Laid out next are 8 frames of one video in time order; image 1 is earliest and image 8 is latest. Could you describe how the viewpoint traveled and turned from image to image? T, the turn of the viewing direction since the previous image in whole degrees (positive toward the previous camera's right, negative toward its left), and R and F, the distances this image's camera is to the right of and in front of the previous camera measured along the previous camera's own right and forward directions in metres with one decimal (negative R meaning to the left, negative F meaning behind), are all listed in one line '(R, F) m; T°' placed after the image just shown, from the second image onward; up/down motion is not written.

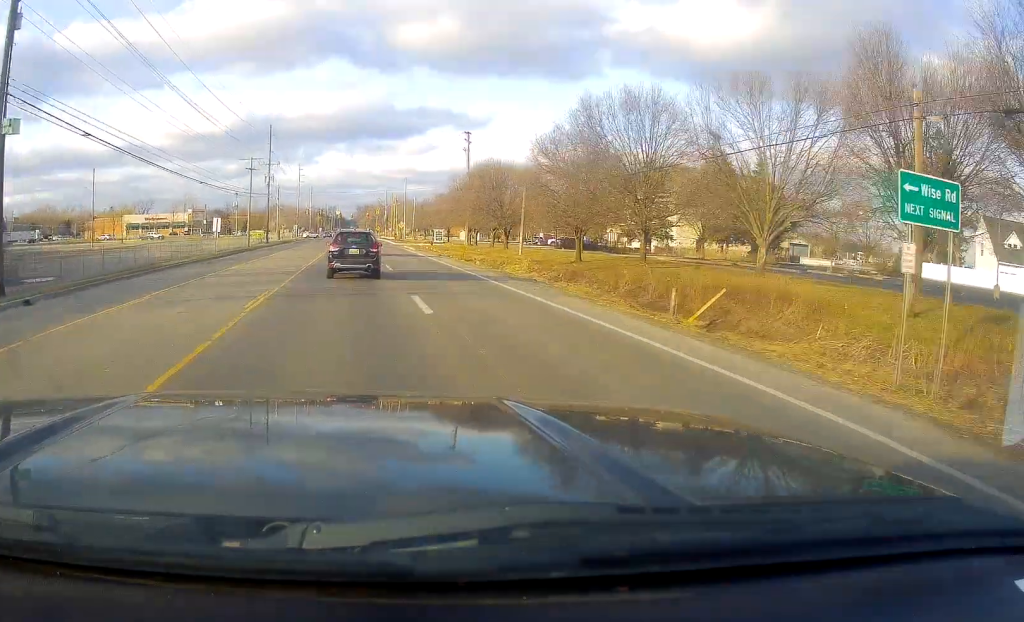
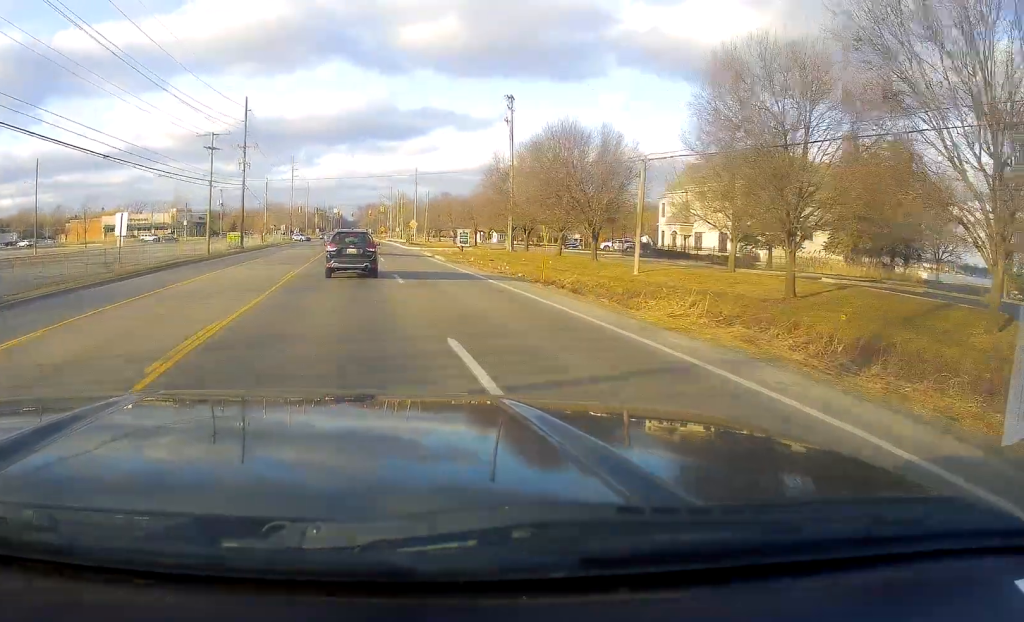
(-0.3, +23.1) m; 0°
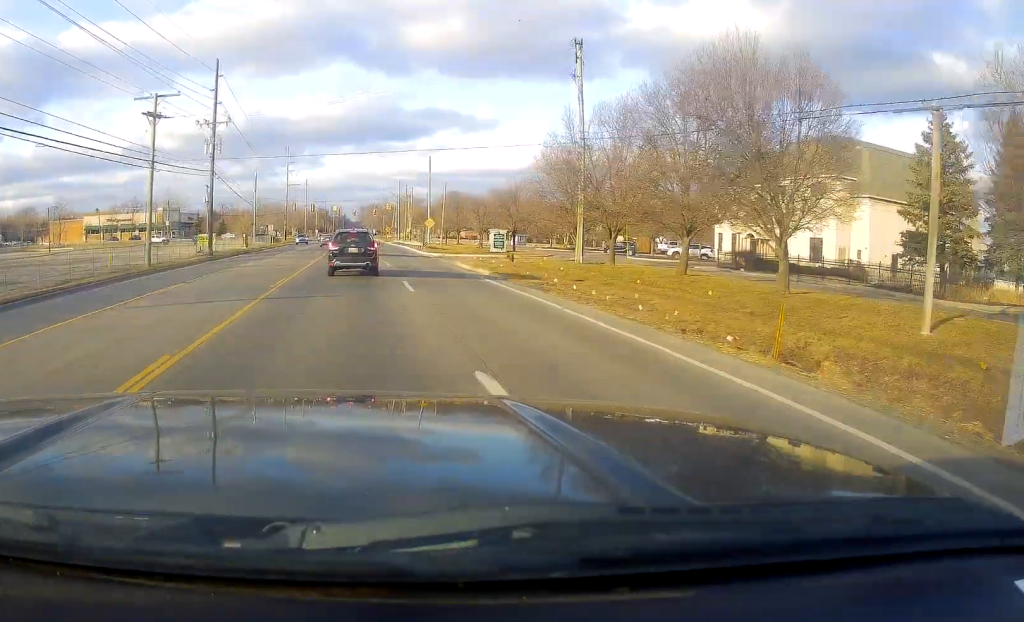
(+0.3, +18.4) m; -1°
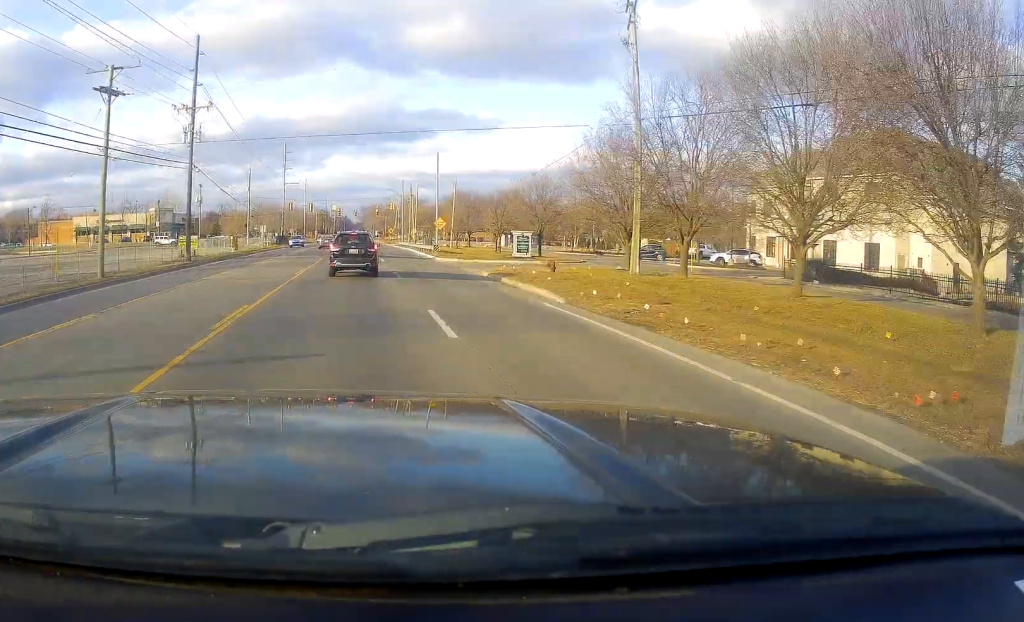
(+0.1, +8.5) m; -2°
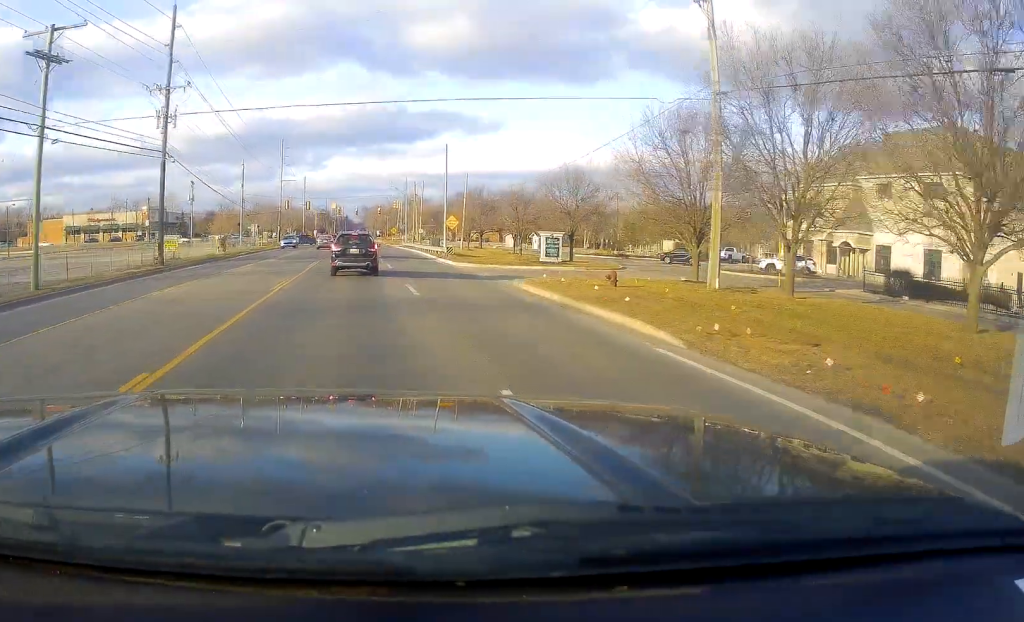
(-0.5, +7.7) m; 0°
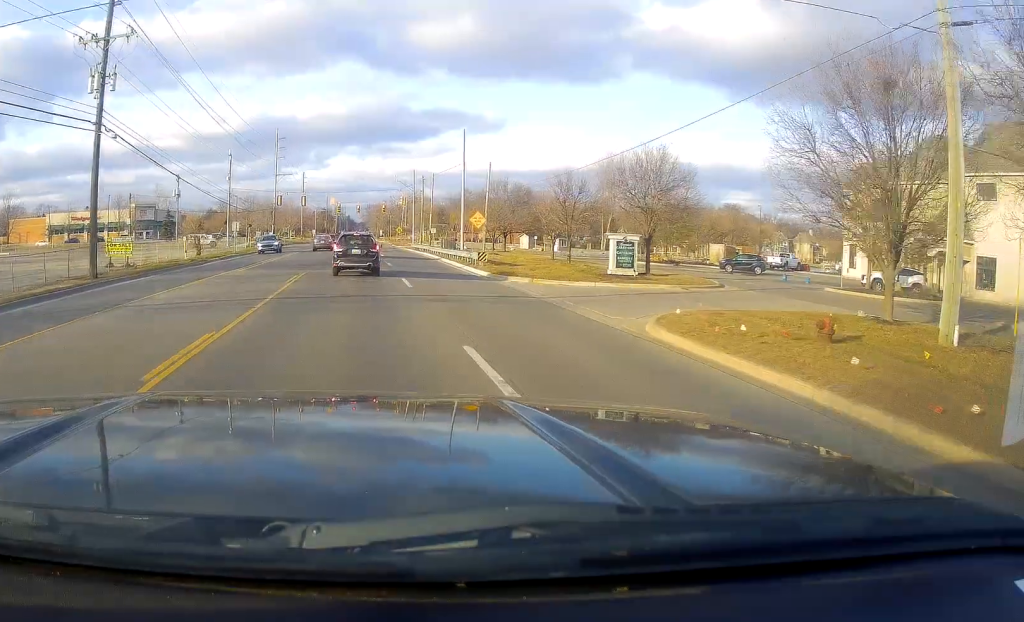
(+0.2, +12.2) m; +2°
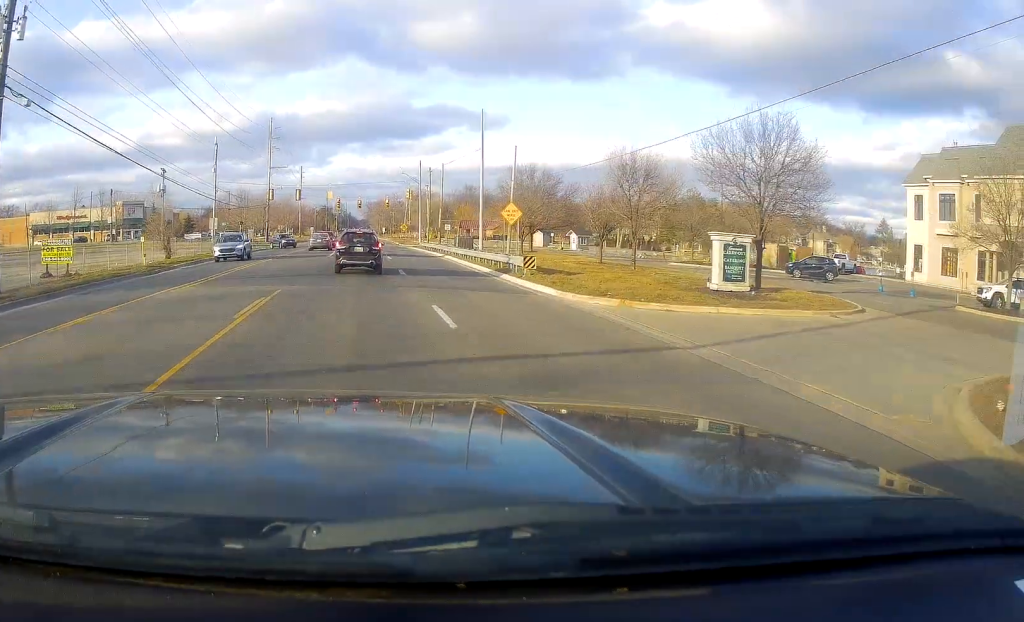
(+0.2, +10.2) m; +1°
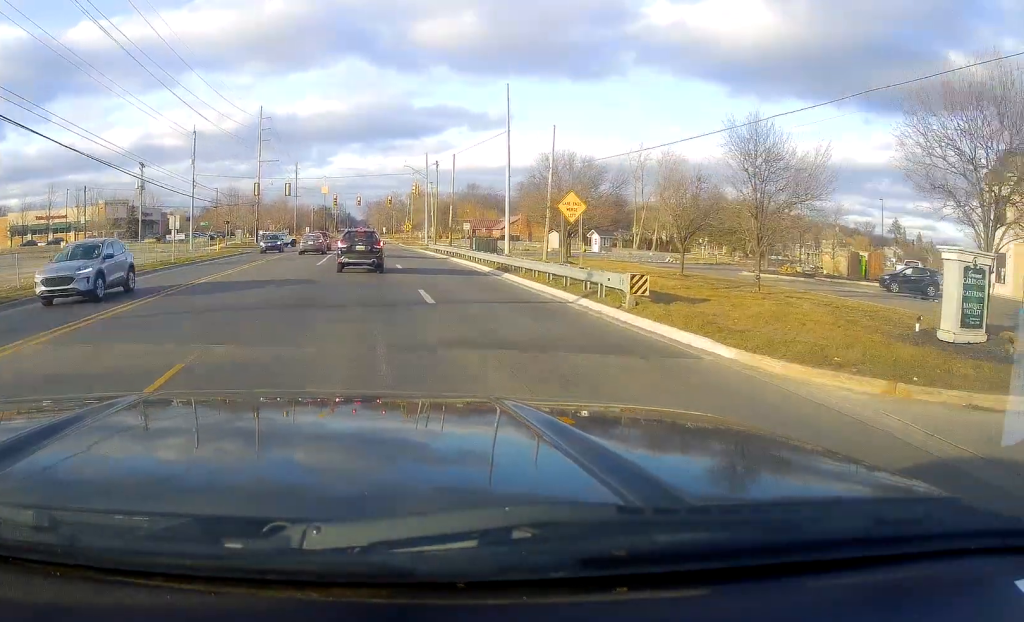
(0.0, +11.3) m; 0°
